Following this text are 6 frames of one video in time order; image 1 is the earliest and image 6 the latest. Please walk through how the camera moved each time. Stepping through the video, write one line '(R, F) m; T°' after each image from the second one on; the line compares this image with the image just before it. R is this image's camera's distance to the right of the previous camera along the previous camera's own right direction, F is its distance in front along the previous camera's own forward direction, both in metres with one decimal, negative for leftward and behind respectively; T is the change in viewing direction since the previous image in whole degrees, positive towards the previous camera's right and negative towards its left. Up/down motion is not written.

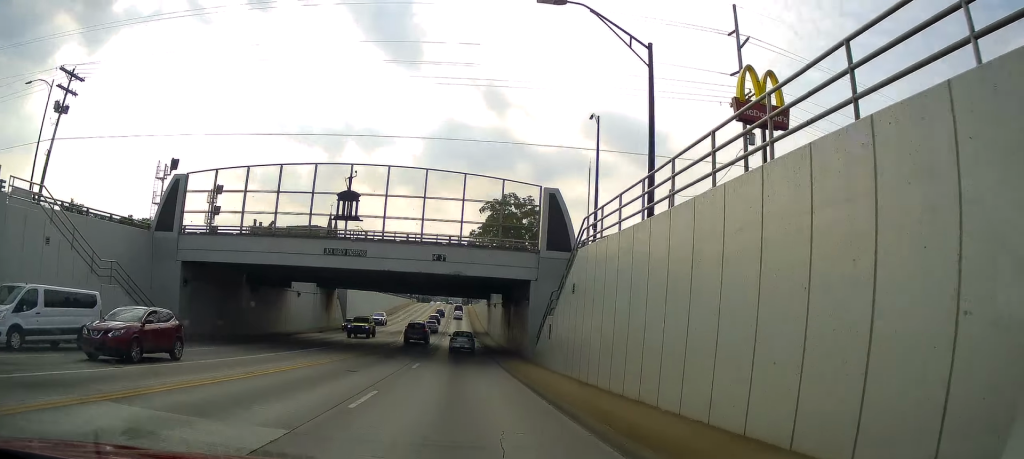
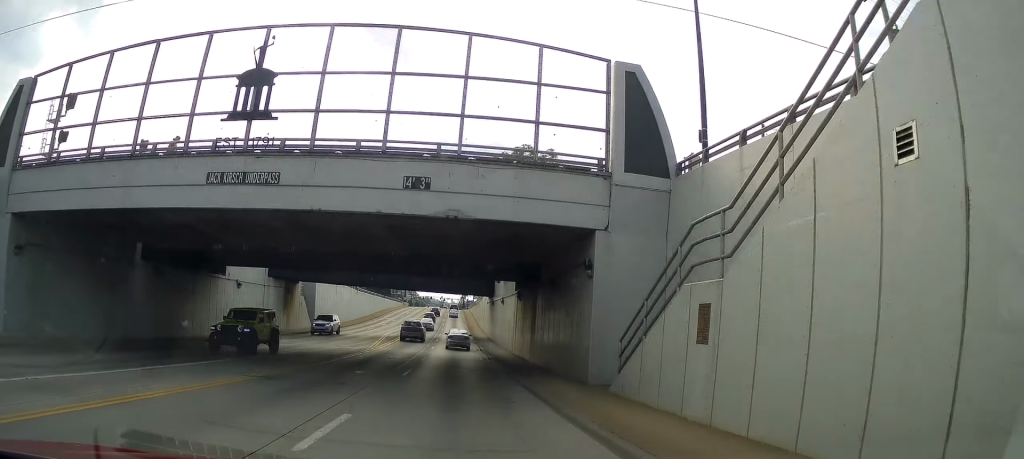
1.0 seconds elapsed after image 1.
(+0.5, +15.9) m; +2°
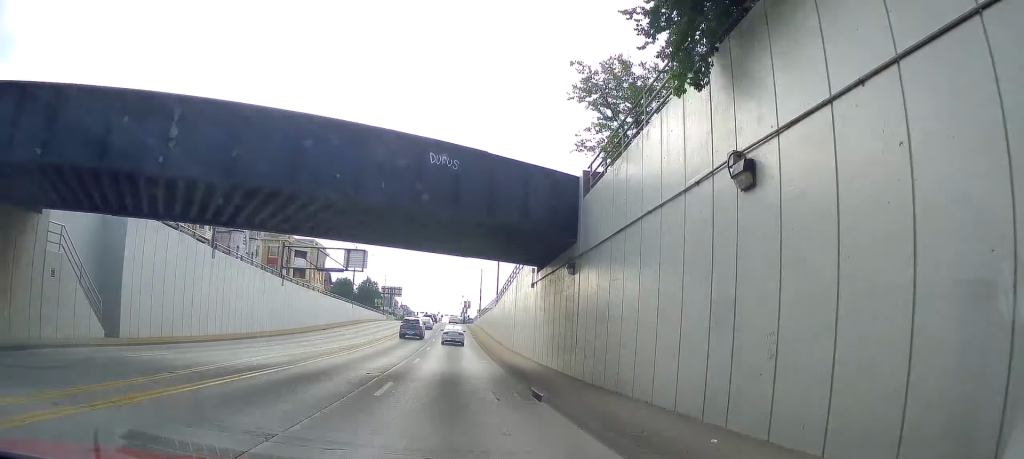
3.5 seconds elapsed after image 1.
(+2.2, +39.8) m; +4°
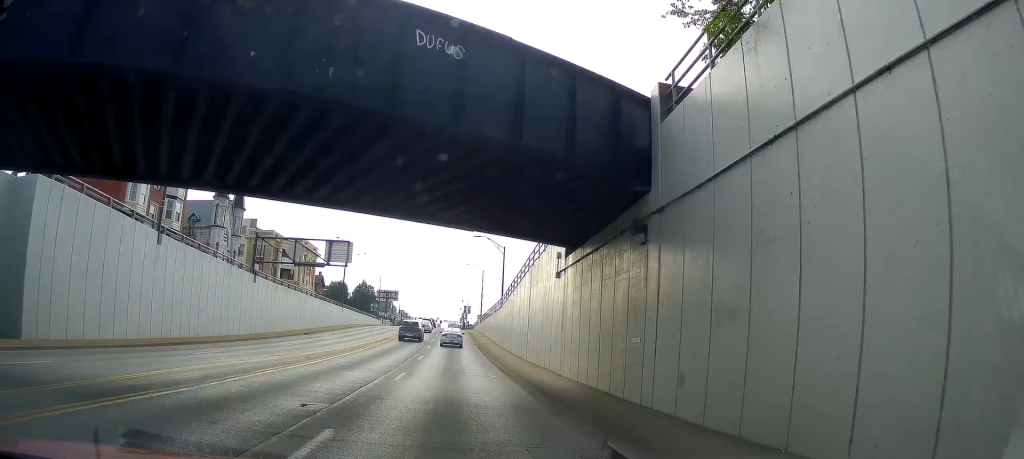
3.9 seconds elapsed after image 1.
(-0.1, +7.4) m; -1°
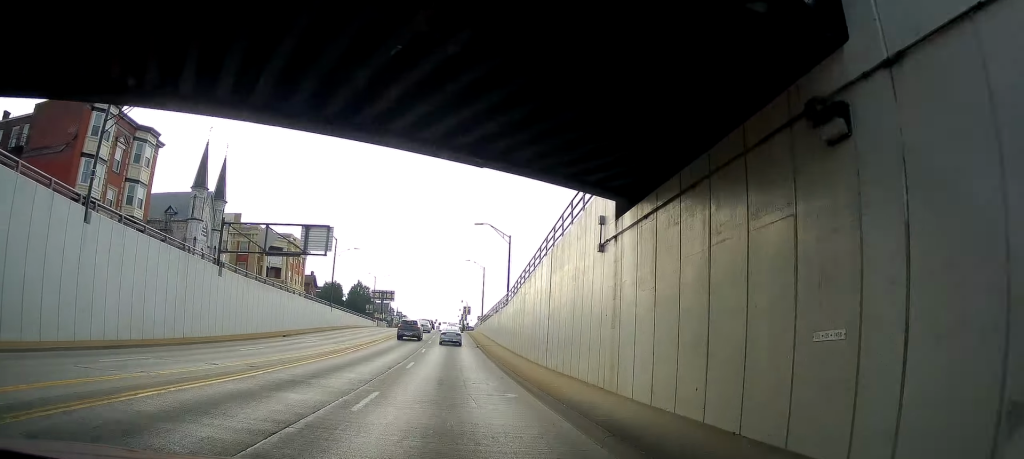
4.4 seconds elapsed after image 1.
(-0.3, +6.7) m; -1°
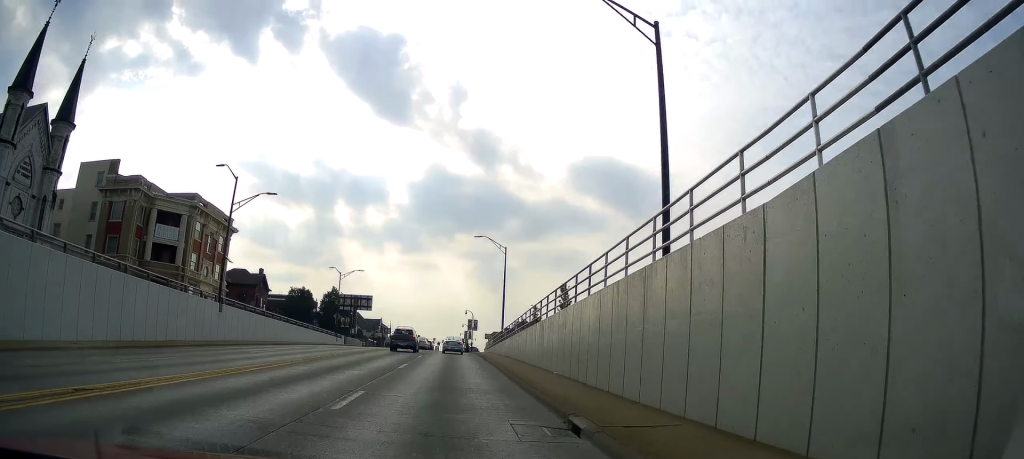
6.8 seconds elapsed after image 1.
(-1.2, +35.3) m; -3°
